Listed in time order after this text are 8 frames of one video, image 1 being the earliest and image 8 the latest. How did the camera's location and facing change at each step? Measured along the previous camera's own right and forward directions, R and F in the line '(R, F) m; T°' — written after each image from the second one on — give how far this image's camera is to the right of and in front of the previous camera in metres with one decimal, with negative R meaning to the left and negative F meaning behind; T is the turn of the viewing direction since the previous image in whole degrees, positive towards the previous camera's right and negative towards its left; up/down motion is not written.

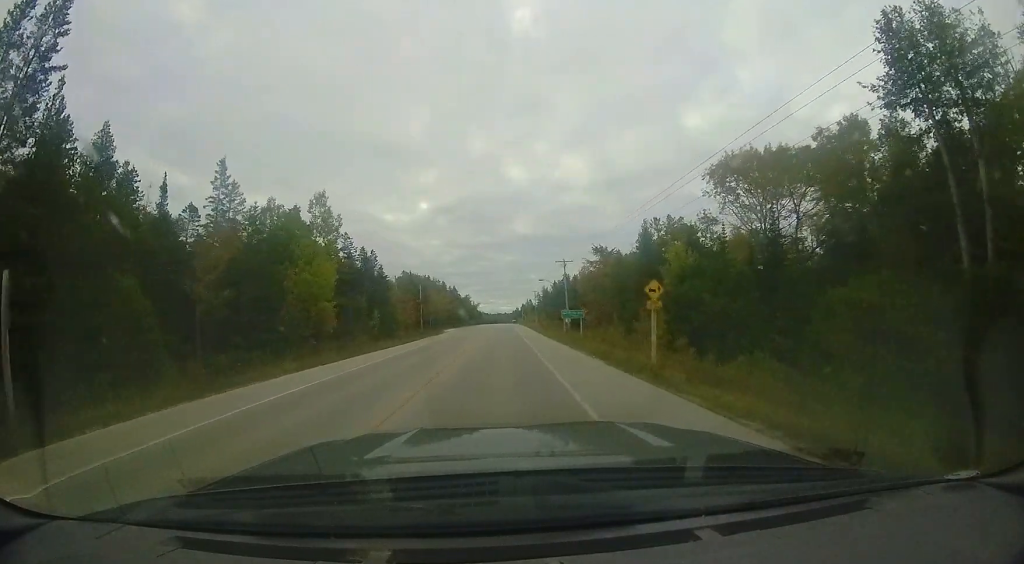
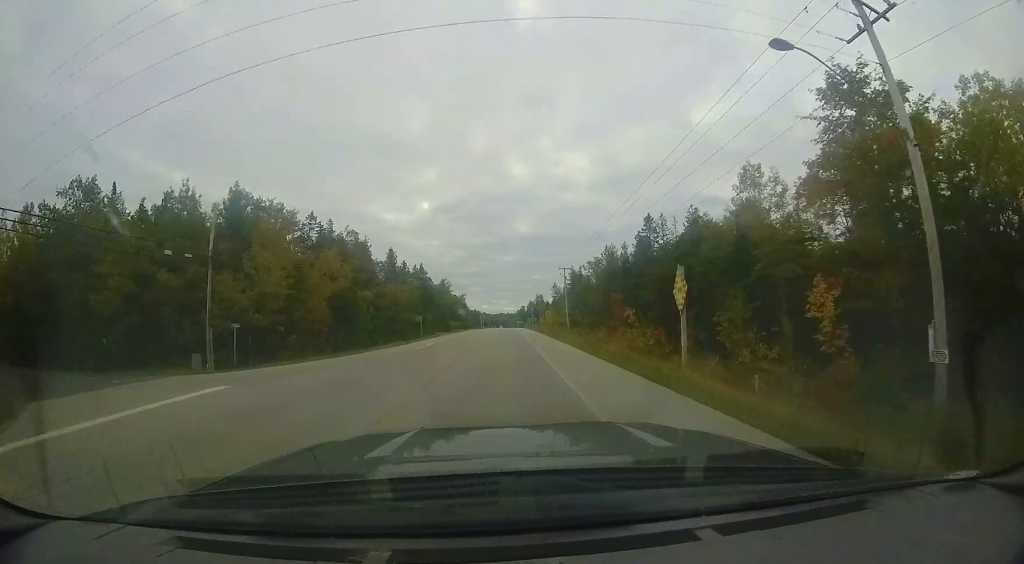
(-0.5, +39.3) m; -1°
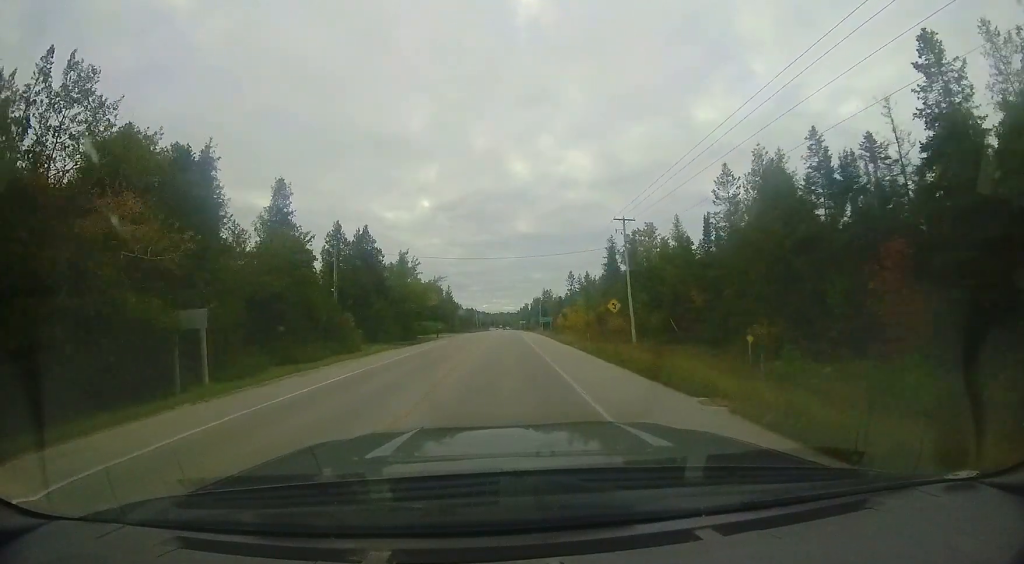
(+0.2, +40.8) m; 0°
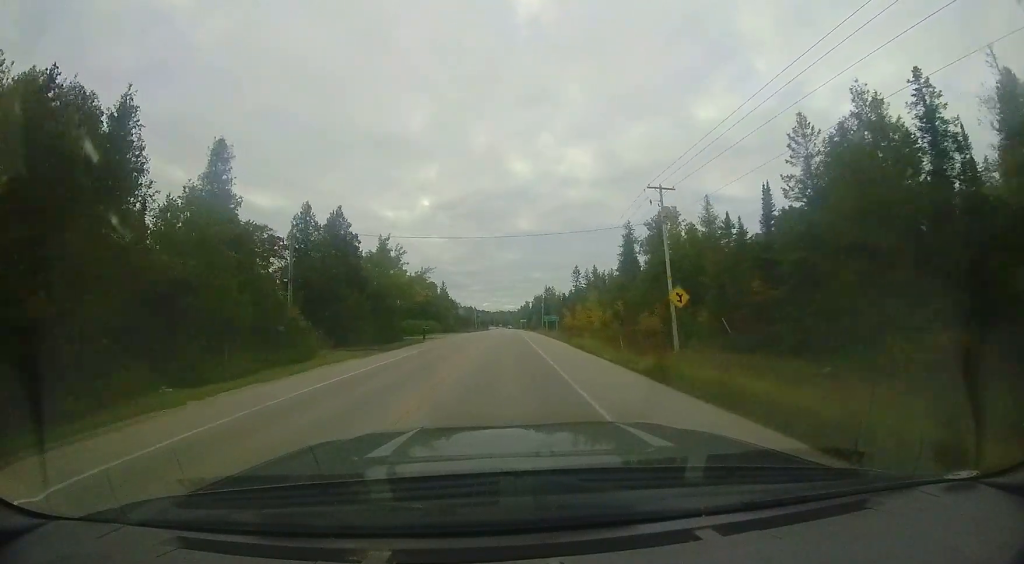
(+0.1, +9.5) m; +1°
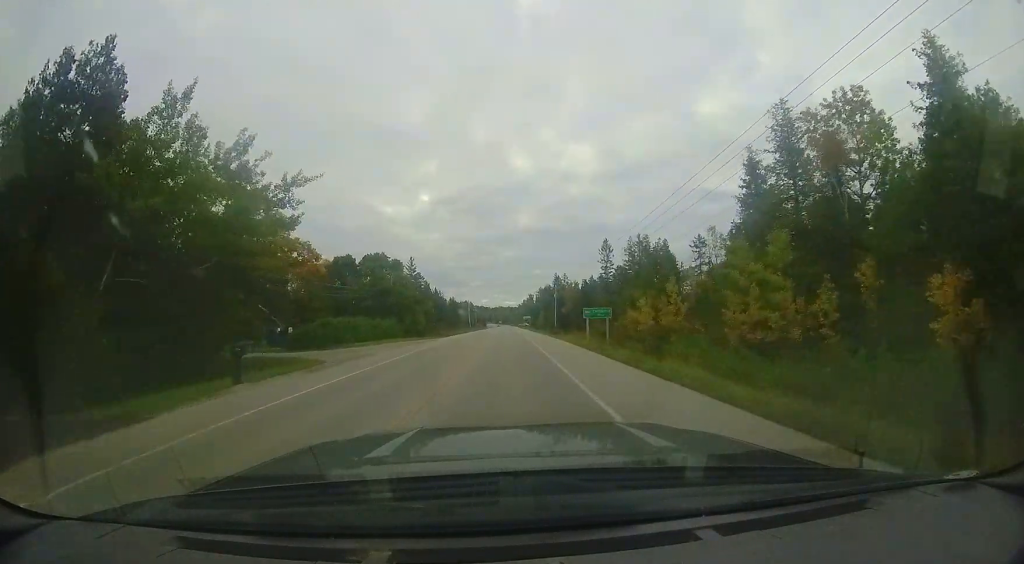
(+0.2, +21.1) m; -1°
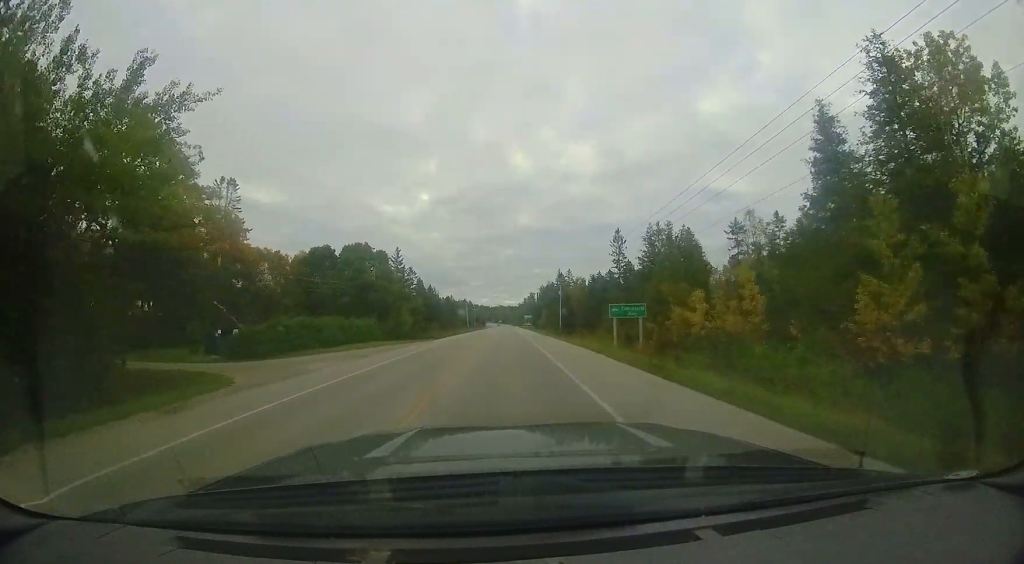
(0.0, +8.8) m; -1°
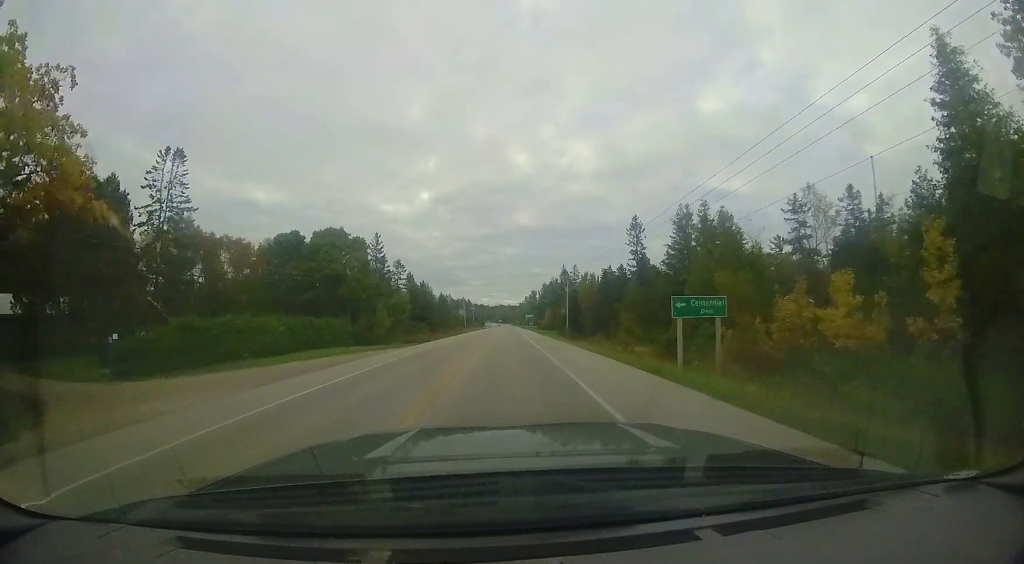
(-0.3, +10.1) m; -1°
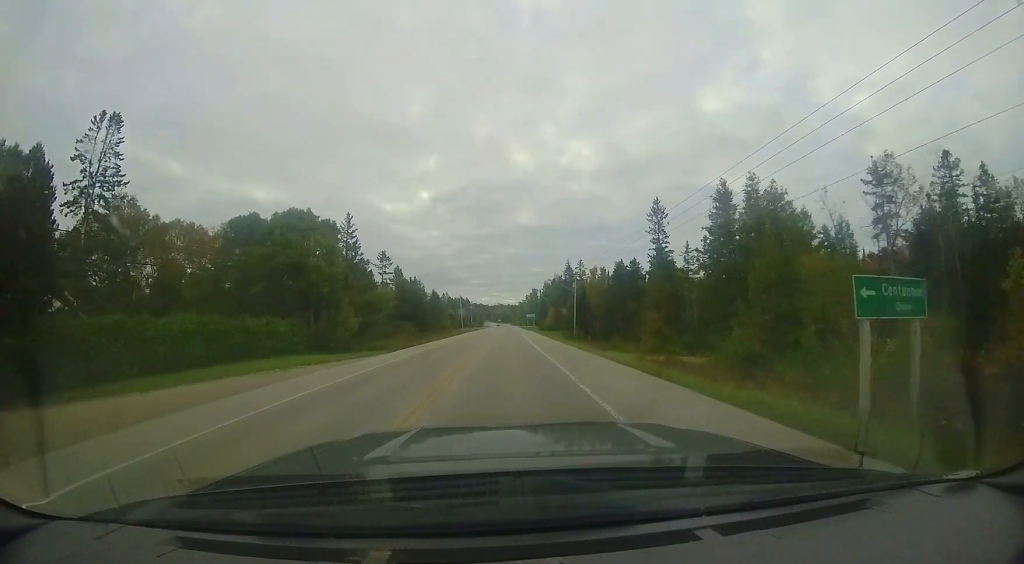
(0.0, +9.0) m; 0°
